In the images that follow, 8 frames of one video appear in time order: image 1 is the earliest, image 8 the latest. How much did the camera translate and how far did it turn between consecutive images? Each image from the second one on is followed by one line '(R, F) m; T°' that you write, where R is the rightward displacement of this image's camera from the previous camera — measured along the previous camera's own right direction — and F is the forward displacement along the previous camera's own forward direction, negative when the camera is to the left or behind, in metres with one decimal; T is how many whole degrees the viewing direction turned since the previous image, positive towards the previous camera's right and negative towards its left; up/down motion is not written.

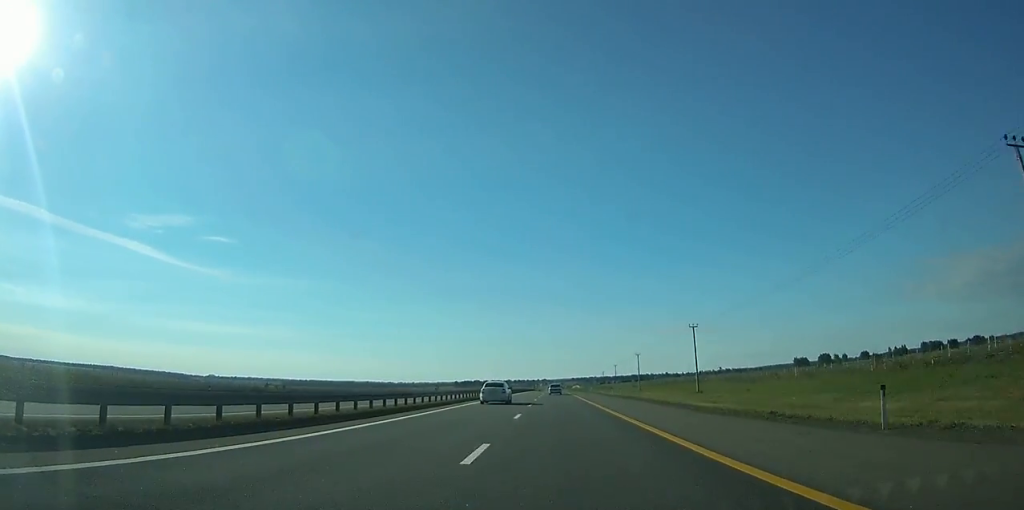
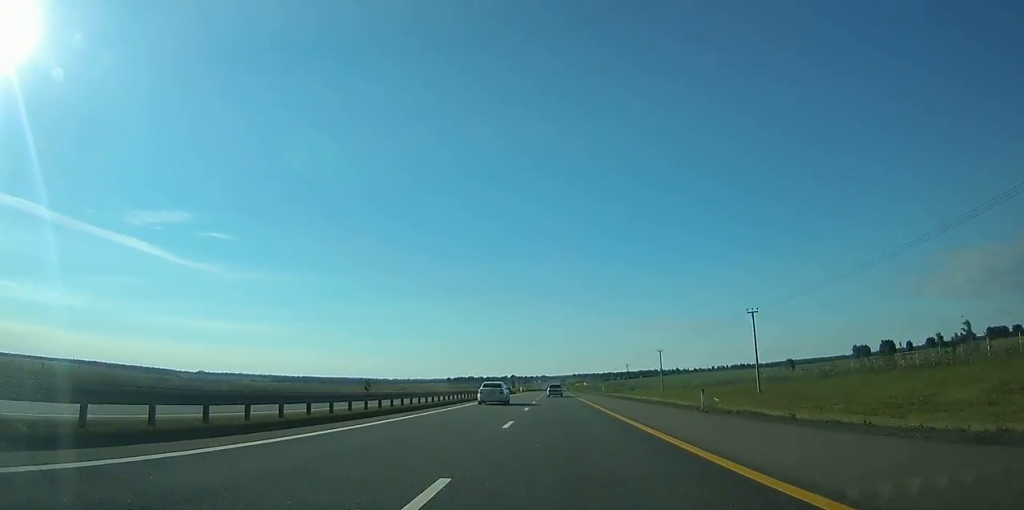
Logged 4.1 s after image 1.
(0.0, +141.6) m; 0°
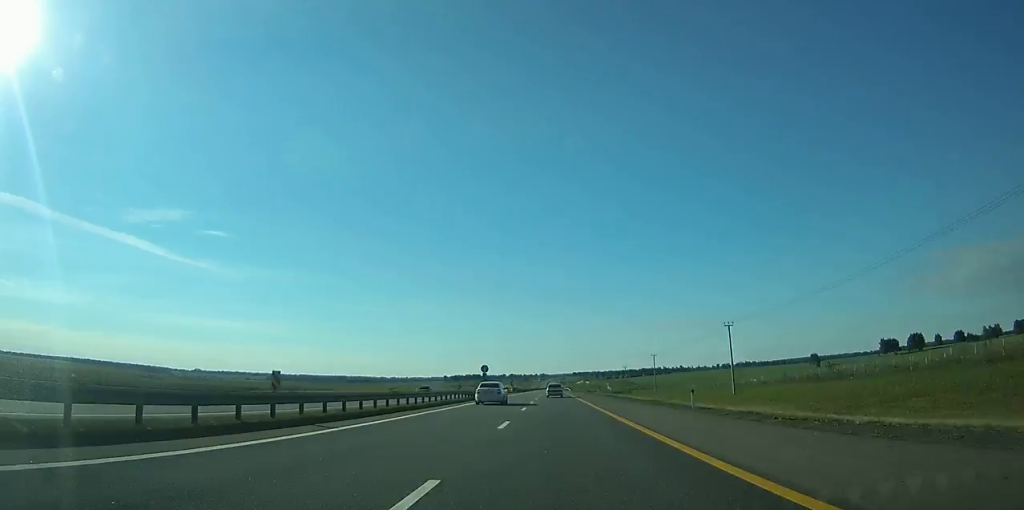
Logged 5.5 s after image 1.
(0.0, +51.5) m; 0°
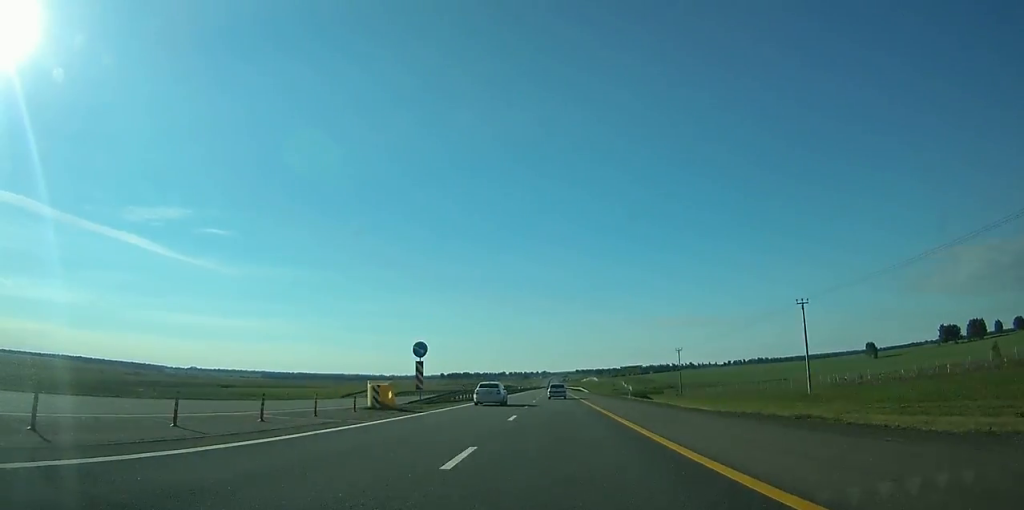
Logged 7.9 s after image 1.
(+0.1, +84.8) m; 0°
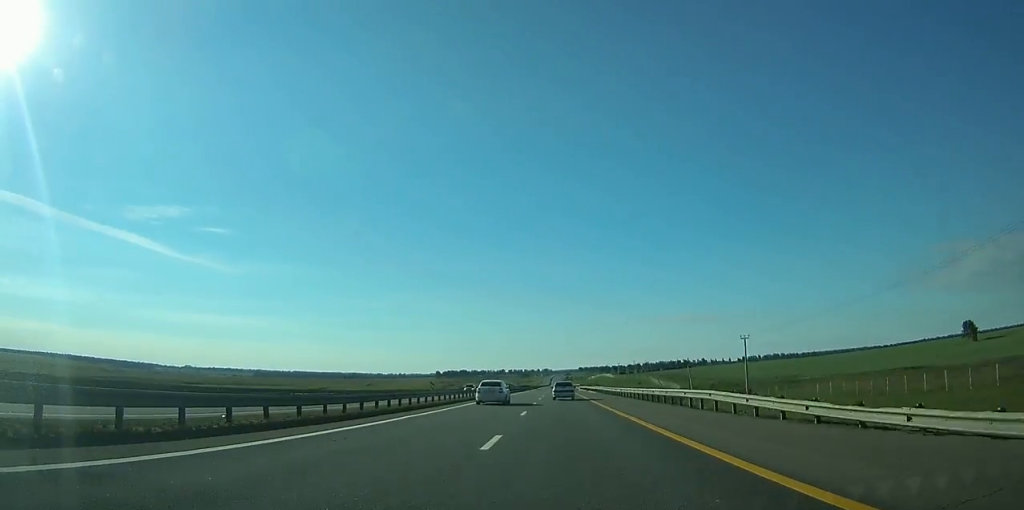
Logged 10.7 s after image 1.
(-0.3, +95.8) m; -1°
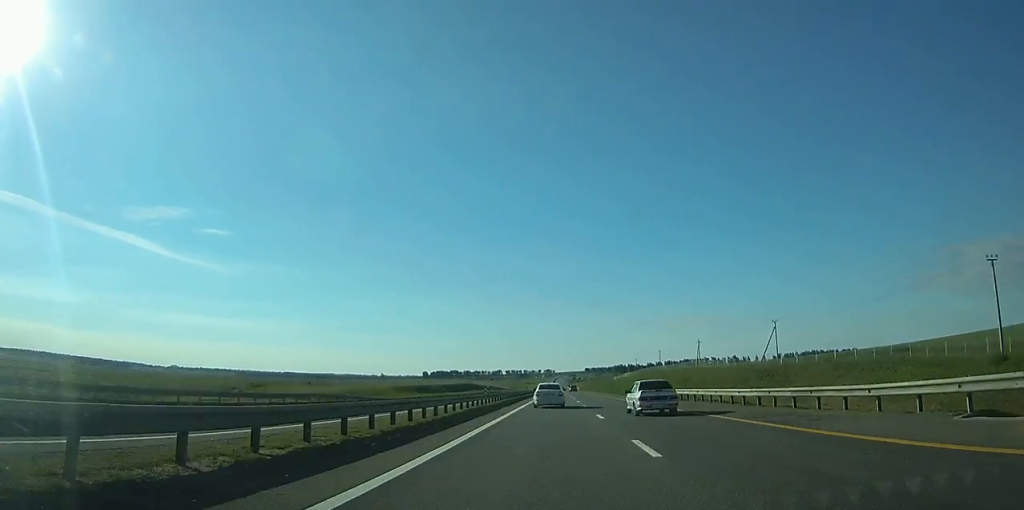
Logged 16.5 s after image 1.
(-0.4, +184.0) m; 0°
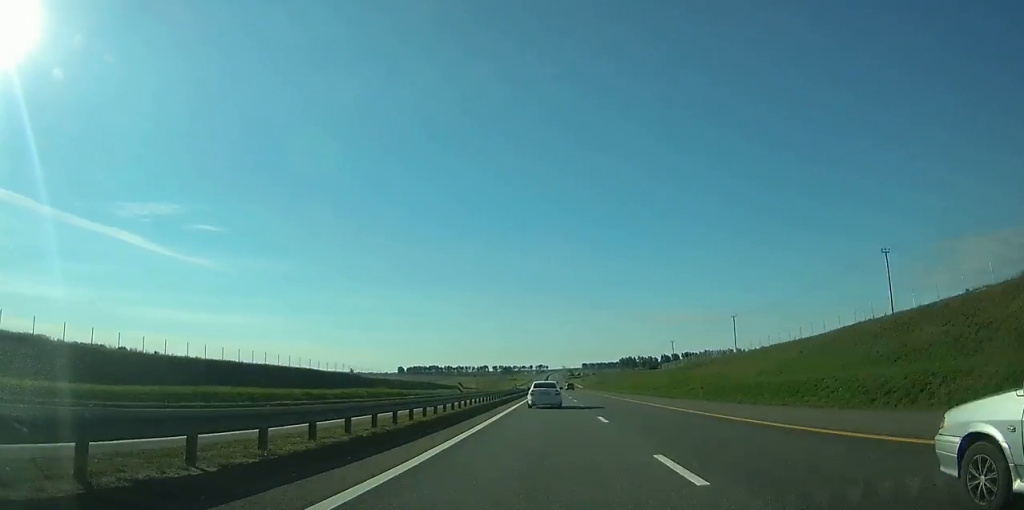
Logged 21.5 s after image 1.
(+0.8, +161.4) m; 0°
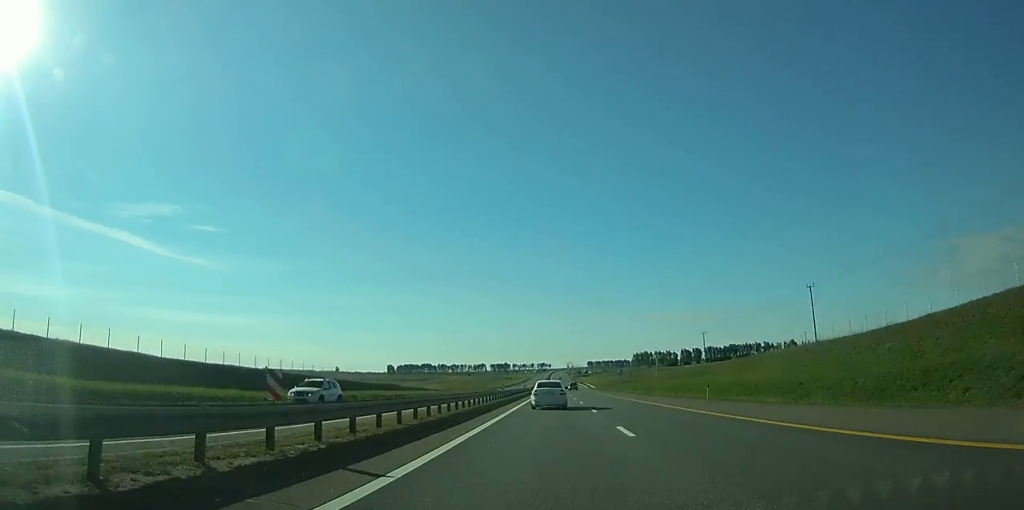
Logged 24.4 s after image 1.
(0.0, +100.0) m; 0°
